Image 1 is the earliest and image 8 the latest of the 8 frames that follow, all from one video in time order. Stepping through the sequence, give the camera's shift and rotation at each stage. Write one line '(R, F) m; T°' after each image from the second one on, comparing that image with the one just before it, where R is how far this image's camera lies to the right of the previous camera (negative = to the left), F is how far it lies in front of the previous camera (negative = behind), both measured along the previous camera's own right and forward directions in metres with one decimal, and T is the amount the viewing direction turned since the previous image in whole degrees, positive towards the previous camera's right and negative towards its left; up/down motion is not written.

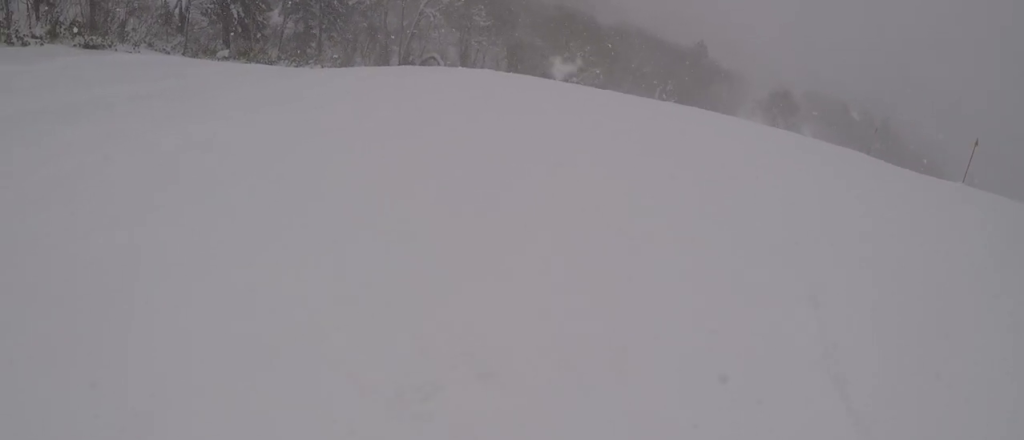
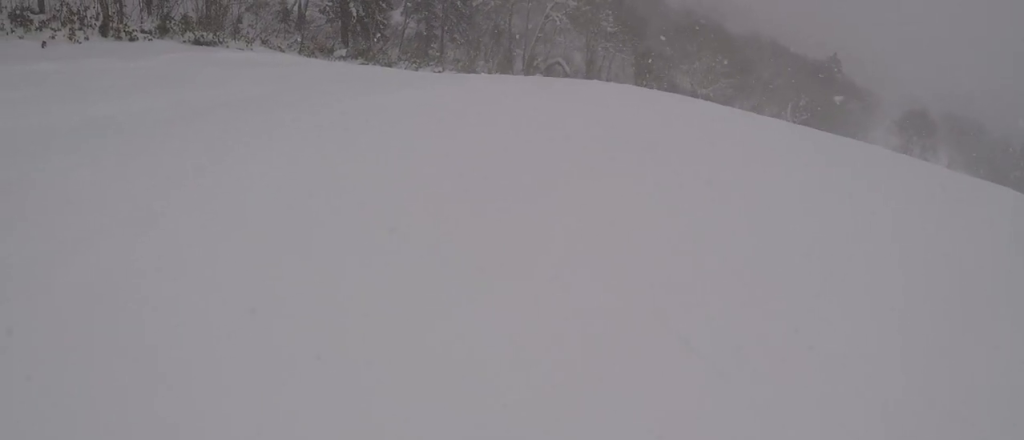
(-0.2, +3.5) m; -6°
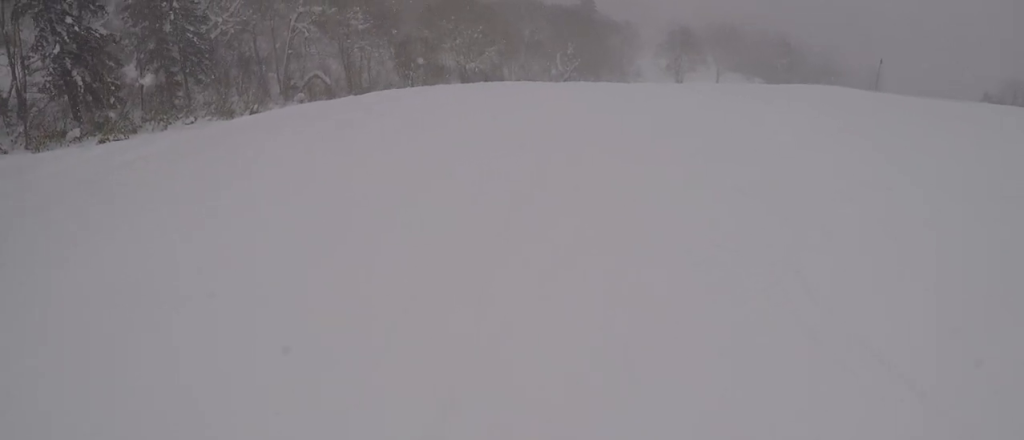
(+0.1, +5.3) m; +12°
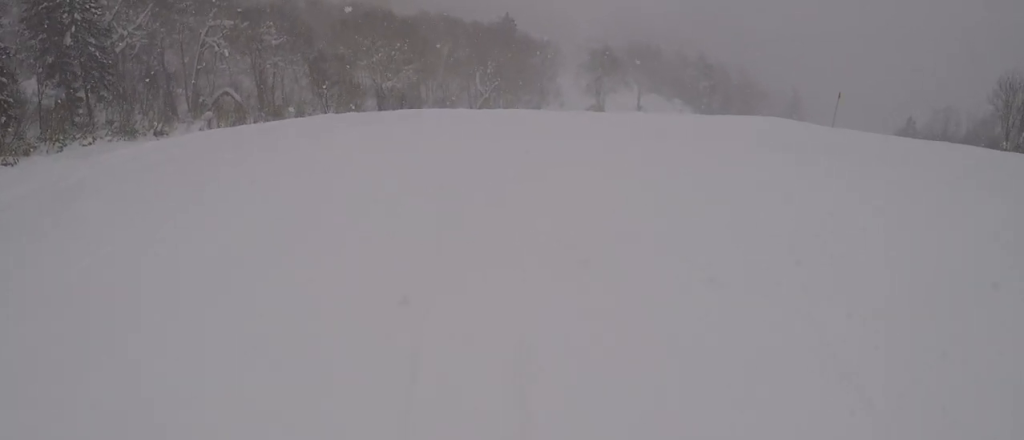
(+0.4, +3.4) m; +8°
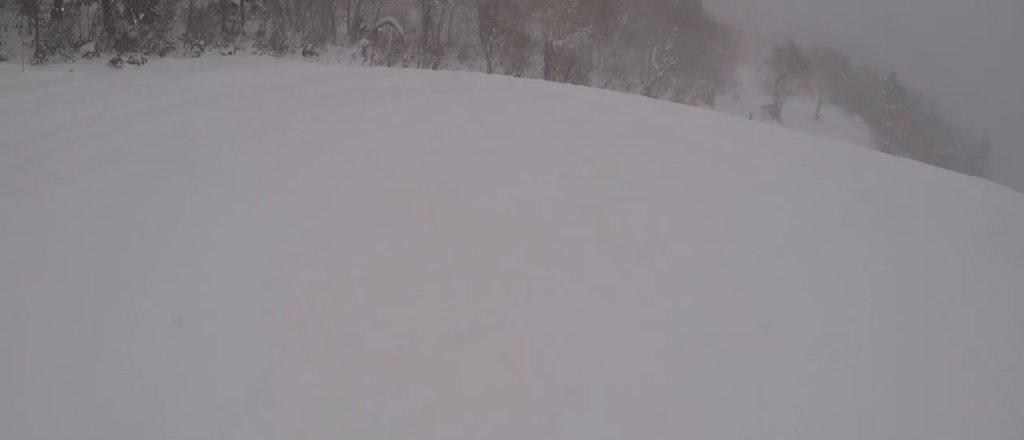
(+0.1, +4.8) m; -9°
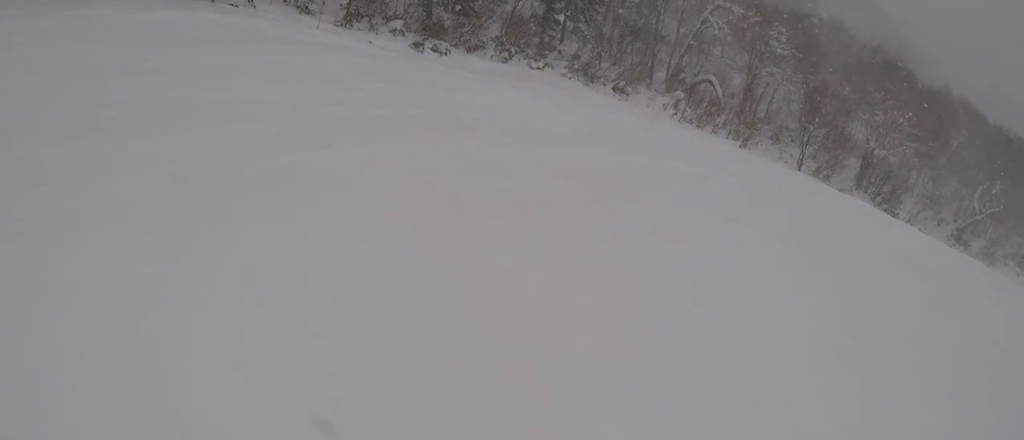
(-0.6, +3.4) m; -19°
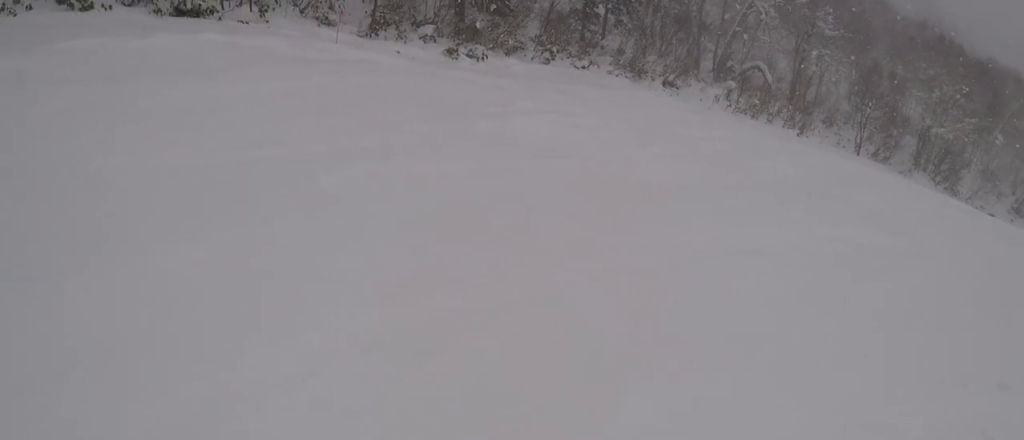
(-0.4, +3.8) m; -7°
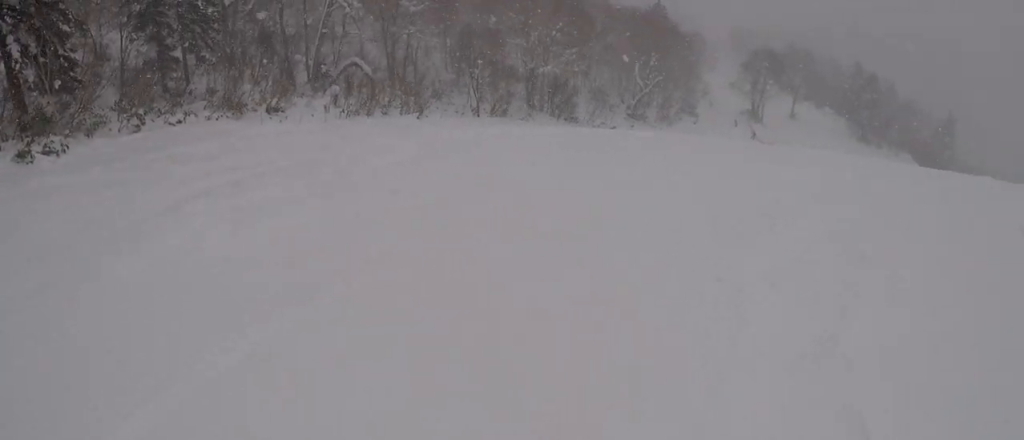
(+0.1, +4.2) m; +10°
